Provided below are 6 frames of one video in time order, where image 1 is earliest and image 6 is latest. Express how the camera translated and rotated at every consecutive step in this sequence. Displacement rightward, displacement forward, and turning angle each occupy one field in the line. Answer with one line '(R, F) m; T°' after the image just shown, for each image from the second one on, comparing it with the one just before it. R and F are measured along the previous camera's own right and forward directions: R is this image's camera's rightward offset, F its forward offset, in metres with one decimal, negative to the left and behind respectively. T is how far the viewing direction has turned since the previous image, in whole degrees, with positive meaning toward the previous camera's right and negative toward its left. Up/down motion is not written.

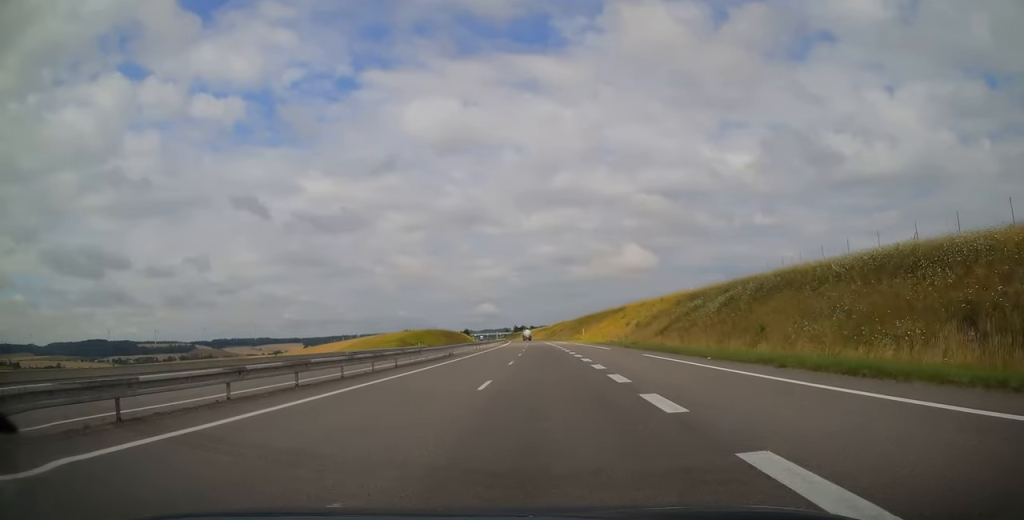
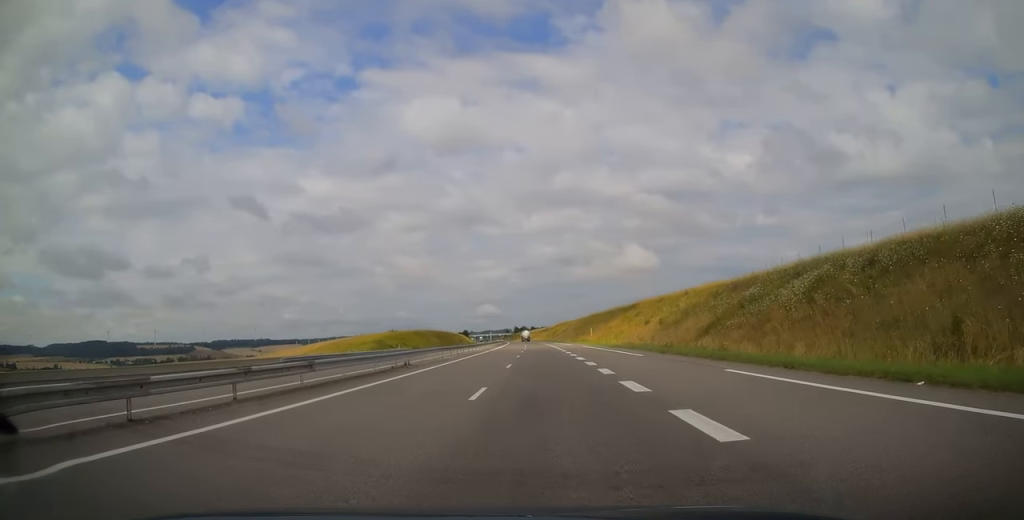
(0.0, +15.6) m; 0°
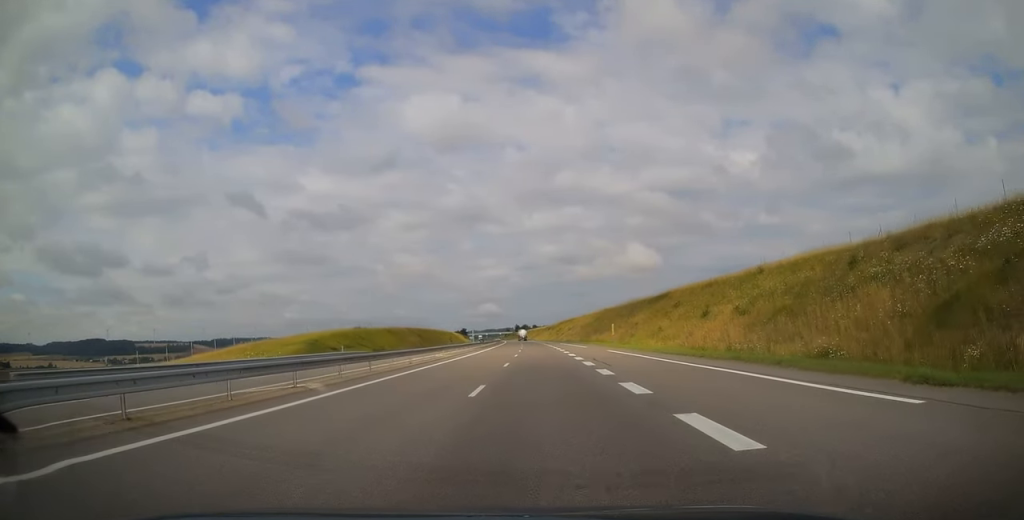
(0.0, +26.4) m; 0°
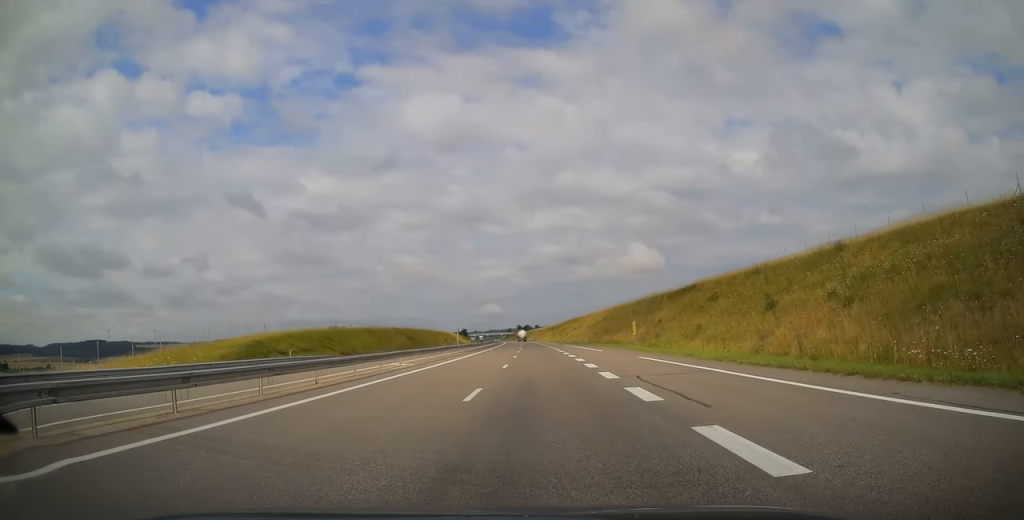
(+0.1, +14.2) m; 0°
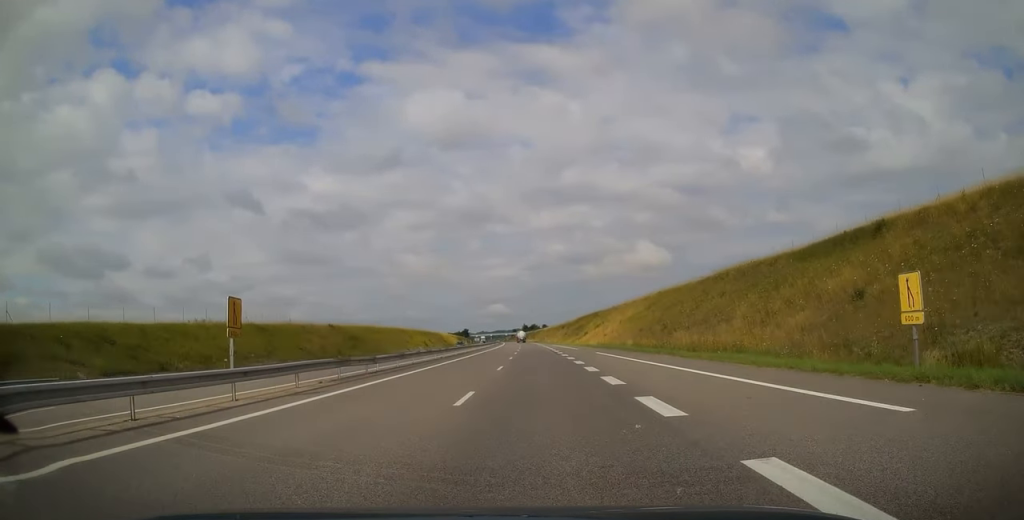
(-0.4, +41.1) m; 0°
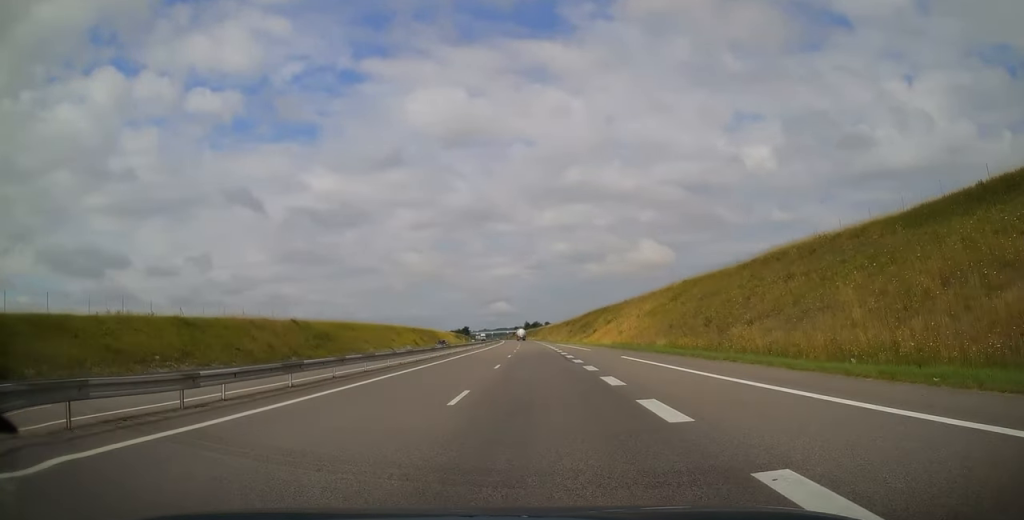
(+0.2, +13.7) m; 0°
